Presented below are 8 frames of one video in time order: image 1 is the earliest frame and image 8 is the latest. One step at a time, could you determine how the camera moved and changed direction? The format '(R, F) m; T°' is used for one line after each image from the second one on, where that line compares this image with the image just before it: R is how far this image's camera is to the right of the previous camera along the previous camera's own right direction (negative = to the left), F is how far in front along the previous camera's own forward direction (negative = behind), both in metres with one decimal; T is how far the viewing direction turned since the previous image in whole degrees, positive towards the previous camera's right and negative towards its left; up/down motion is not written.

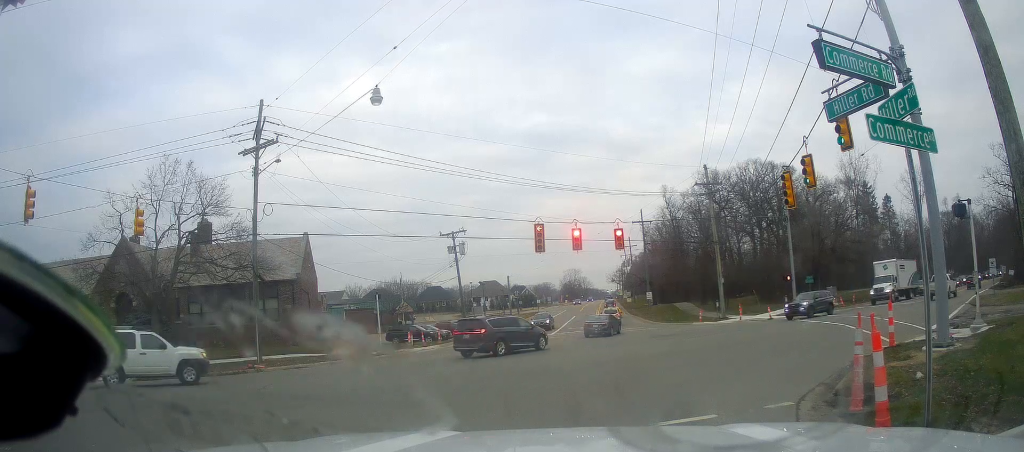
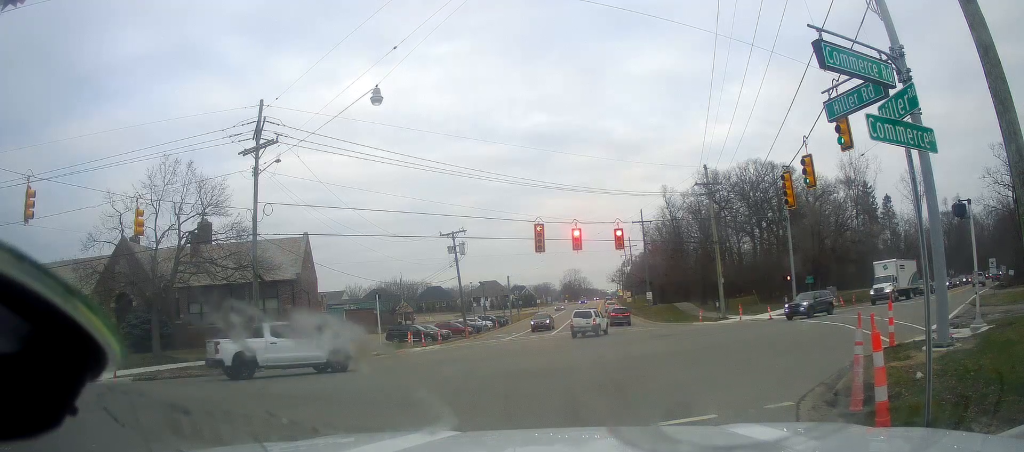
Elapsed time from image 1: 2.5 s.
(0.0, 0.0) m; 0°
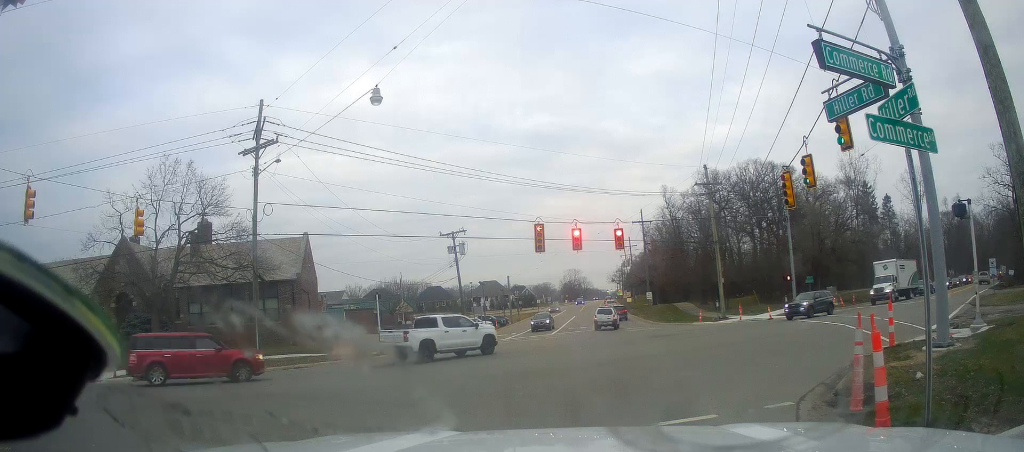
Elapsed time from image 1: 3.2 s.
(0.0, 0.0) m; 0°
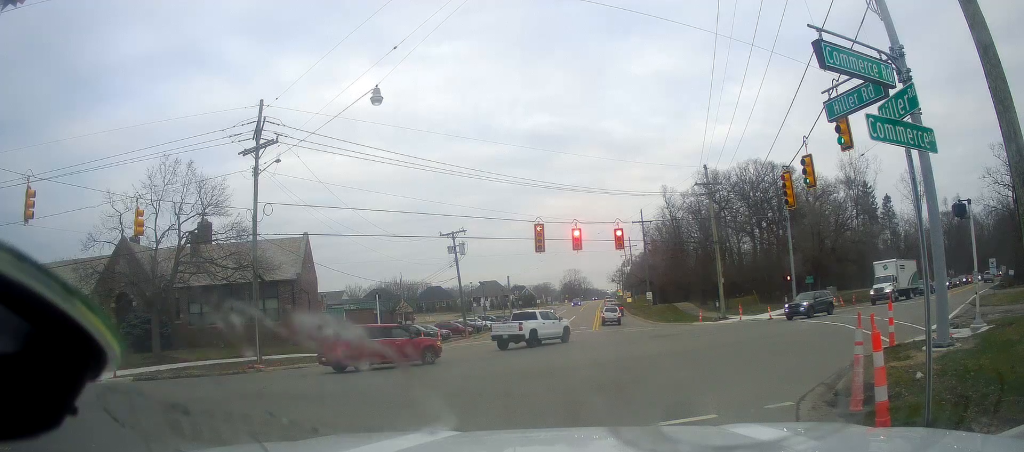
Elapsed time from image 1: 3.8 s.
(0.0, 0.0) m; 0°
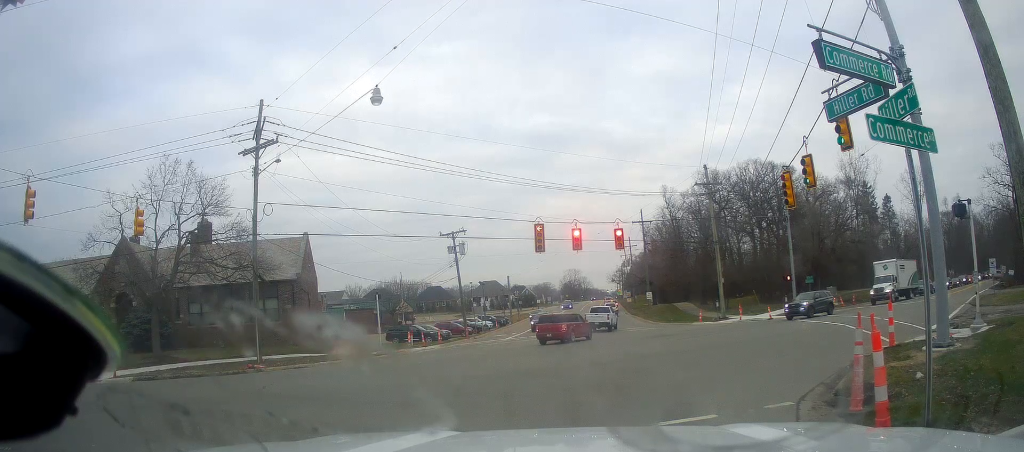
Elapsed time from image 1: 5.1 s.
(0.0, 0.0) m; 0°
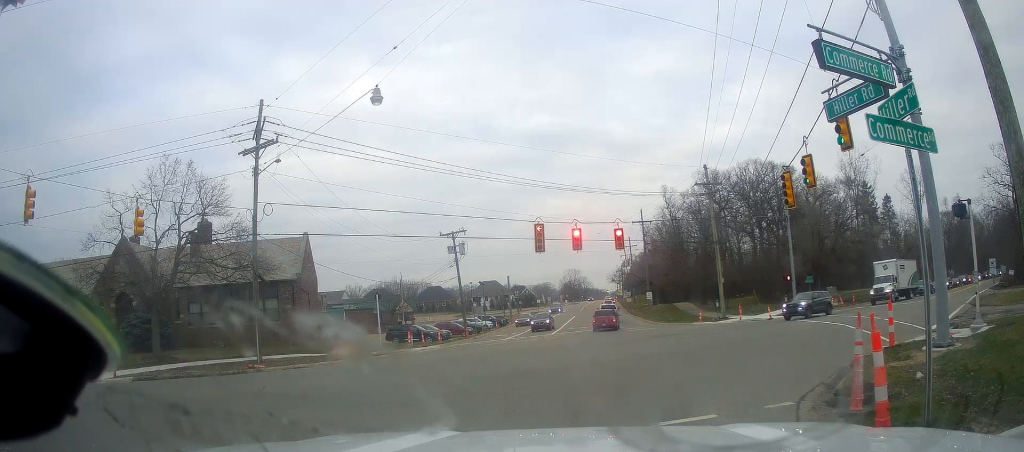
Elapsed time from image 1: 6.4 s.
(0.0, 0.0) m; 0°
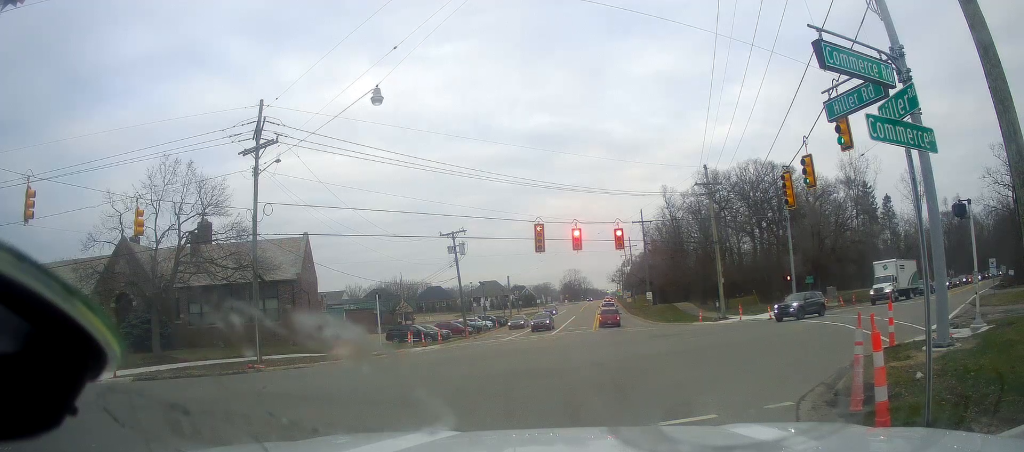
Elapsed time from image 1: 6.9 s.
(0.0, 0.0) m; 0°
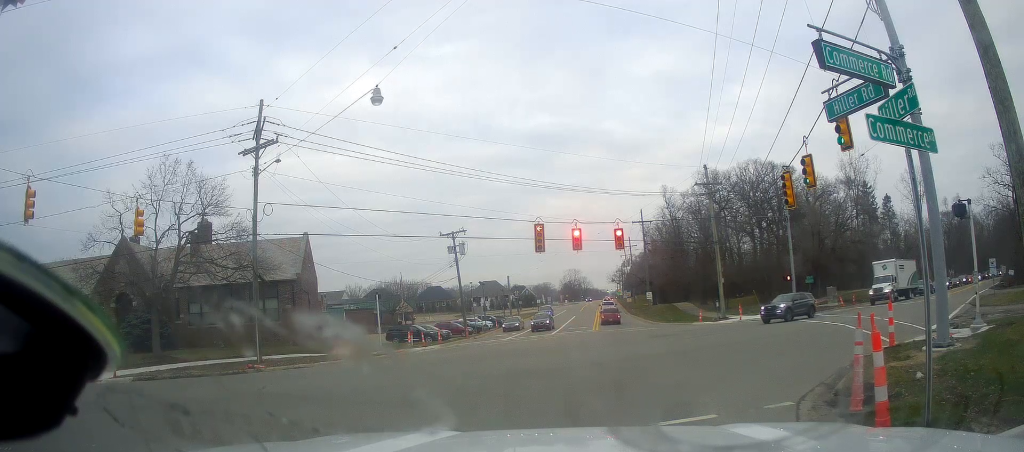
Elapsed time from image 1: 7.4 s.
(0.0, 0.0) m; 0°
